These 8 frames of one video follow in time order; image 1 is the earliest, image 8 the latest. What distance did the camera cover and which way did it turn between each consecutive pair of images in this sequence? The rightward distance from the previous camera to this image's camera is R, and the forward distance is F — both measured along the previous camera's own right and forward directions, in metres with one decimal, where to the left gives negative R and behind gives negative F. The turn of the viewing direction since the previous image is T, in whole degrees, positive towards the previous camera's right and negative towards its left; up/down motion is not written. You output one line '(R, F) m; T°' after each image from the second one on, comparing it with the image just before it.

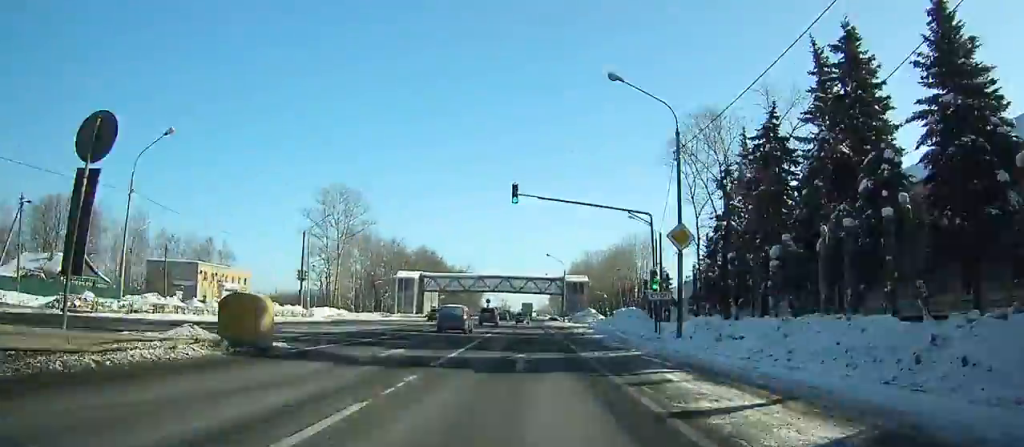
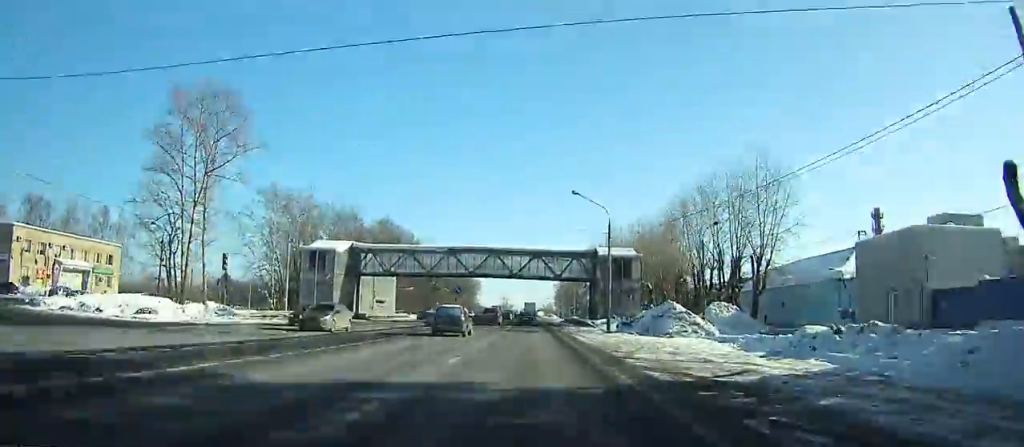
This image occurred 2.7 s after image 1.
(+0.1, +45.9) m; 0°
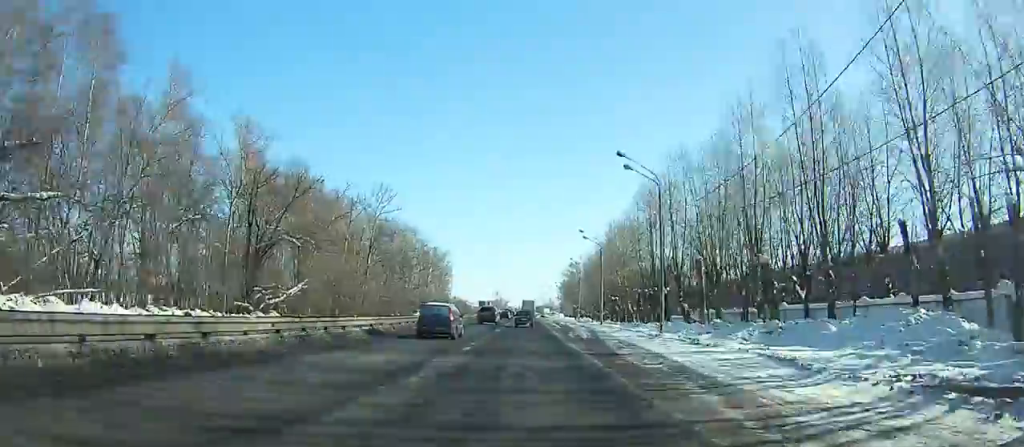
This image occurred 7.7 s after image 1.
(-0.5, +96.8) m; 0°
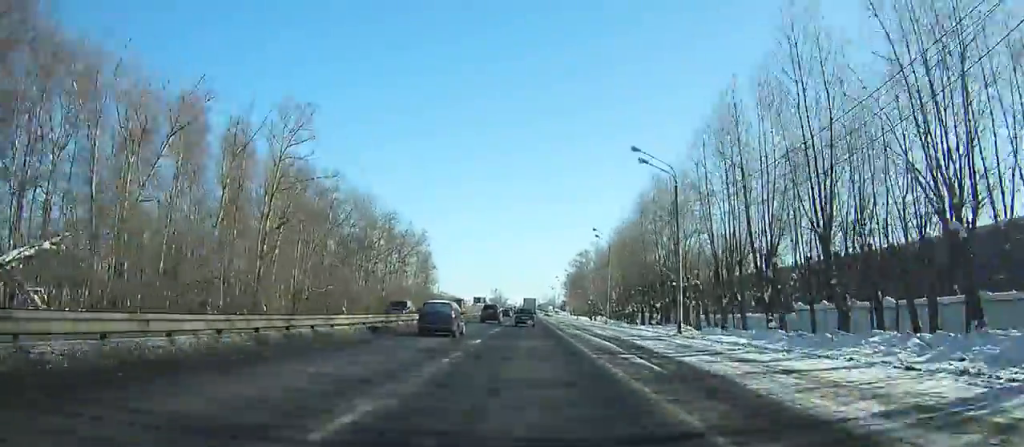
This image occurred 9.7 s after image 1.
(+0.1, +39.4) m; 0°
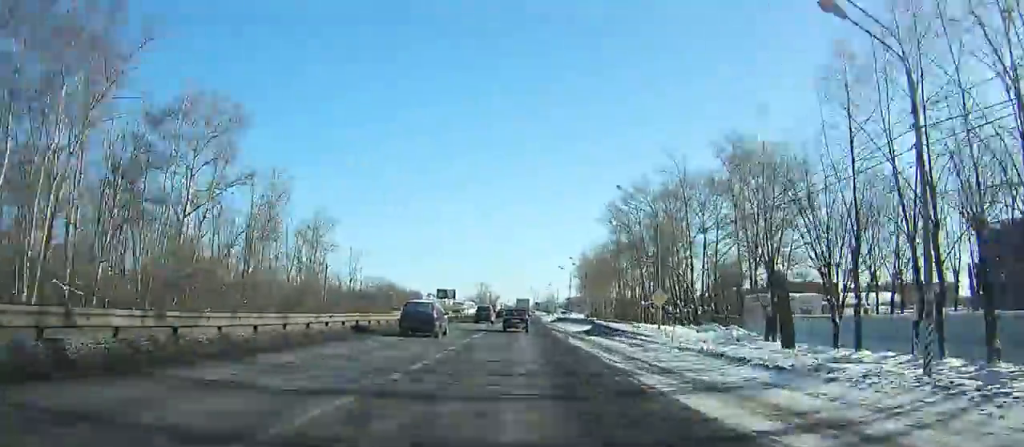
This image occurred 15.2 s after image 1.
(+0.2, +105.7) m; 0°
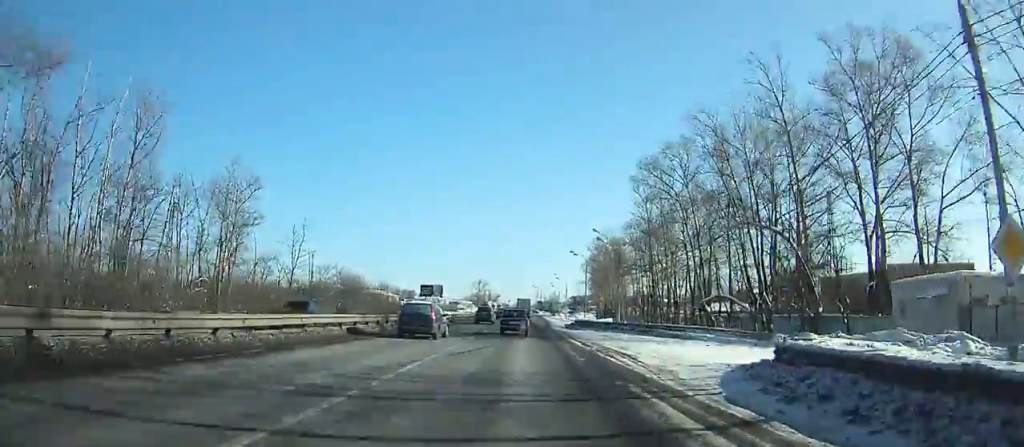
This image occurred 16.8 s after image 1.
(0.0, +30.0) m; 0°
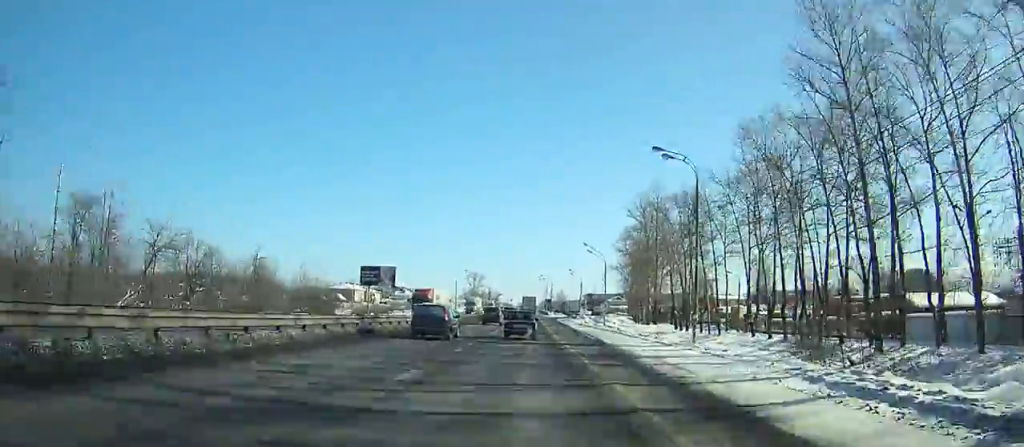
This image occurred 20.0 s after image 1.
(0.0, +59.5) m; 0°
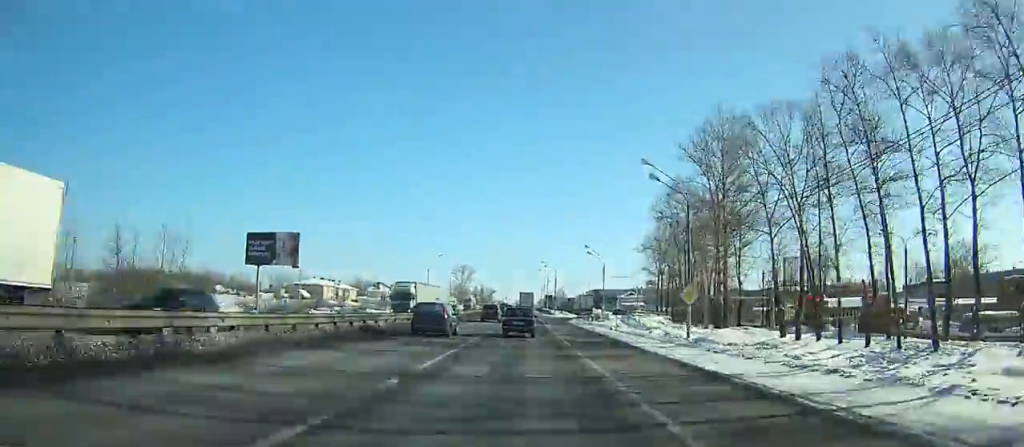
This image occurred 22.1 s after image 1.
(0.0, +38.4) m; 0°
